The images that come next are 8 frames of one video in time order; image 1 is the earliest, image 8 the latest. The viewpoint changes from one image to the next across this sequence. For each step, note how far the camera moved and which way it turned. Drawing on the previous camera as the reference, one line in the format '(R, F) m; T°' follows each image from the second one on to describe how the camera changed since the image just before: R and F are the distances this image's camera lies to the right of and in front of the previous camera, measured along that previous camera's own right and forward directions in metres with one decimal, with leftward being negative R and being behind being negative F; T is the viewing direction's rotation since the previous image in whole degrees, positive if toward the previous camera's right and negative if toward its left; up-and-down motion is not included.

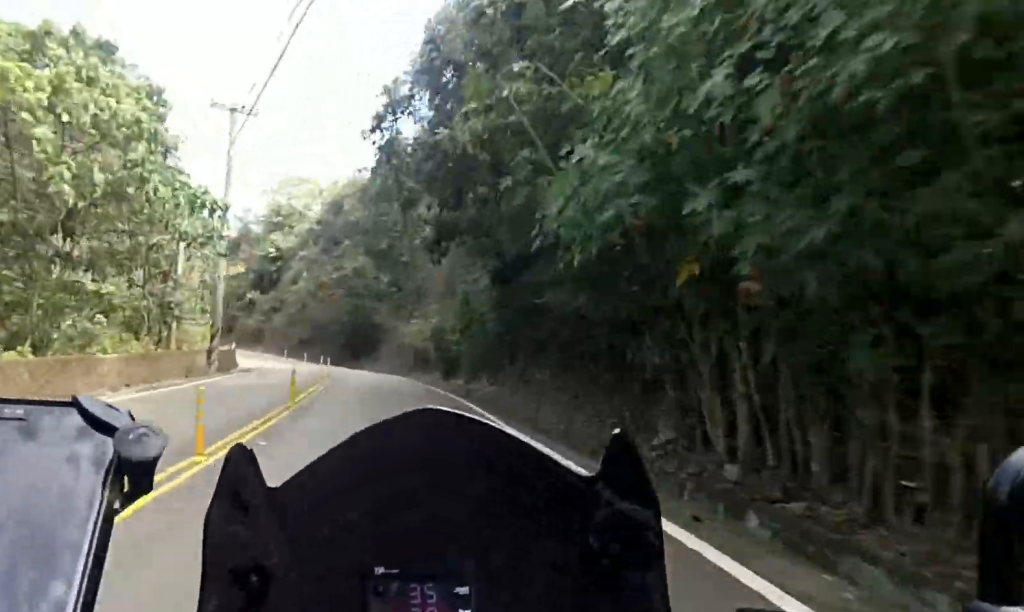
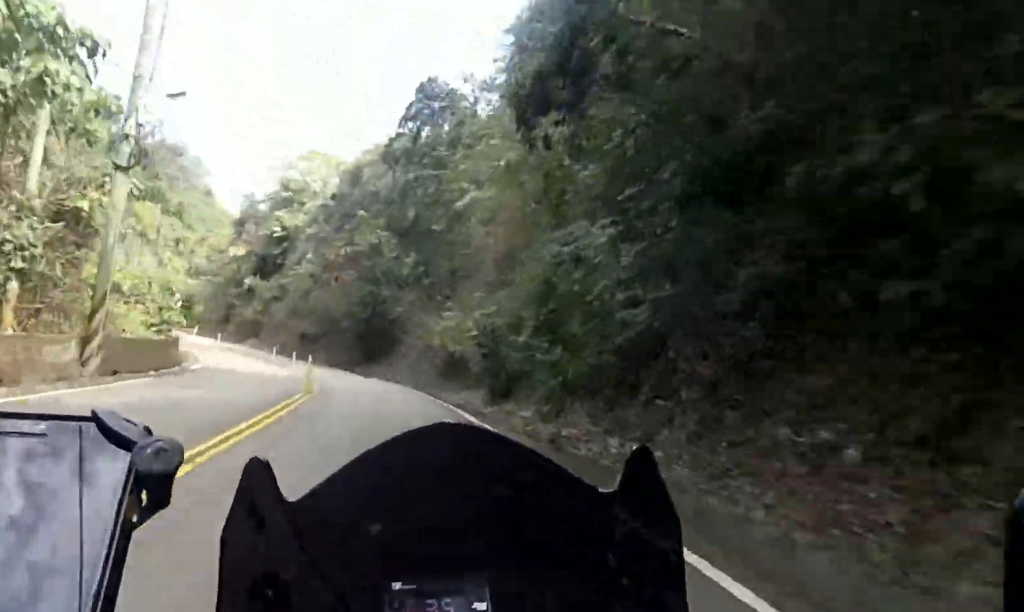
(-0.6, +9.2) m; -6°
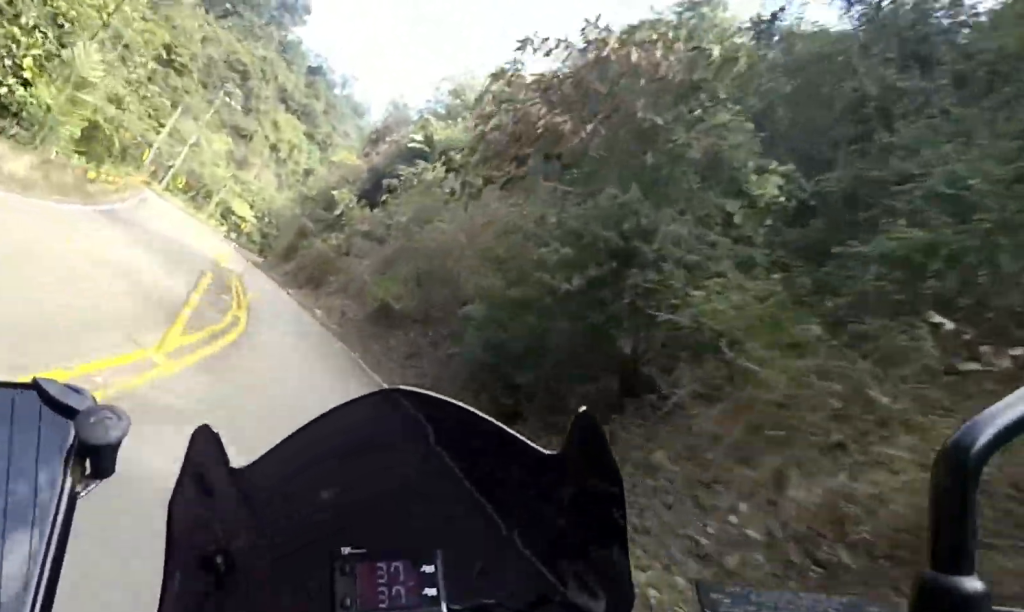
(-2.7, +21.3) m; -13°
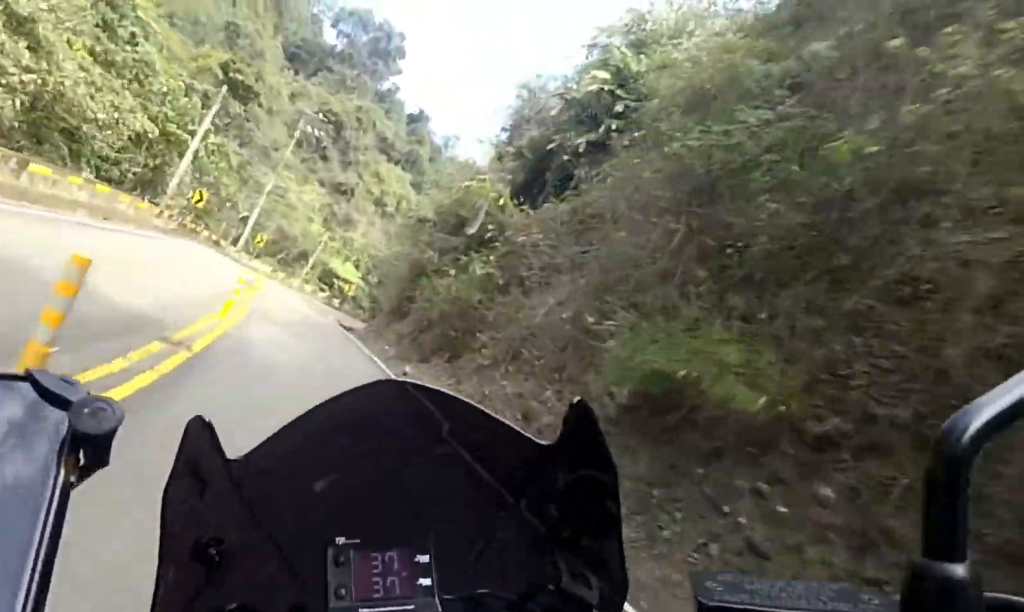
(-0.9, +13.3) m; -3°
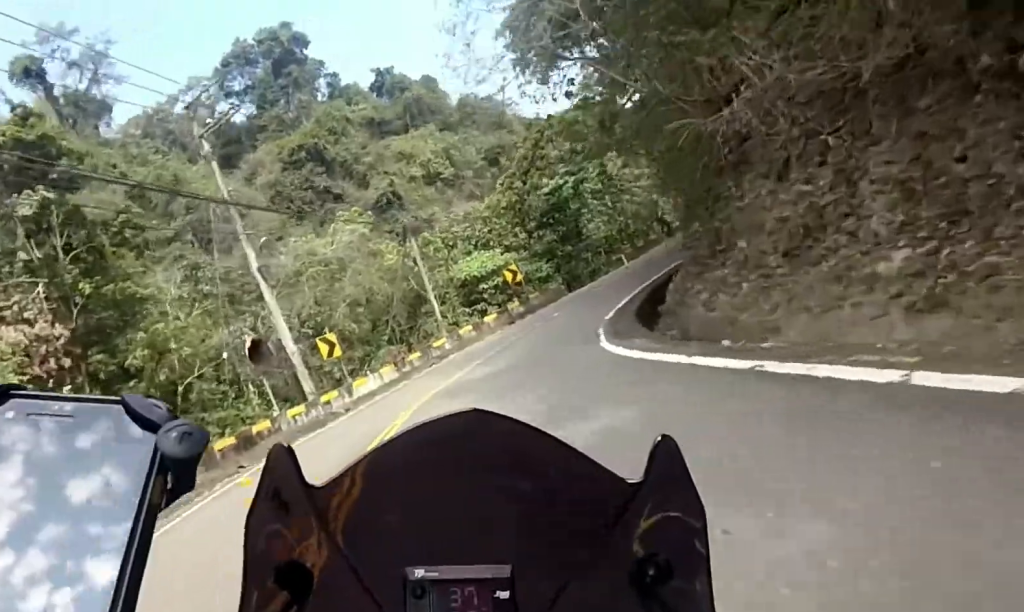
(+0.9, +22.5) m; +11°
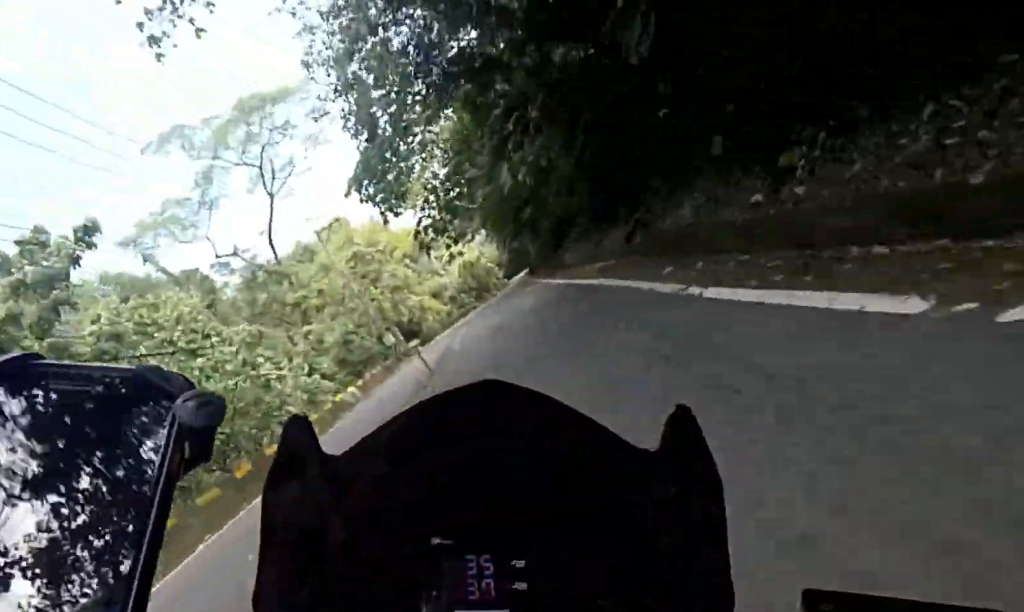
(+6.9, +24.7) m; +29°
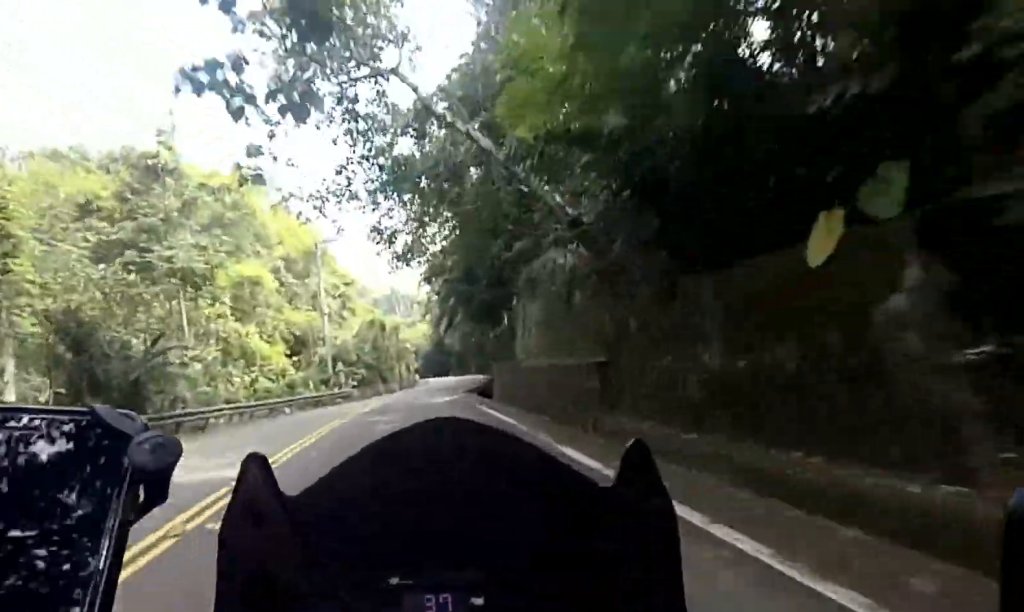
(+4.8, +33.0) m; +11°
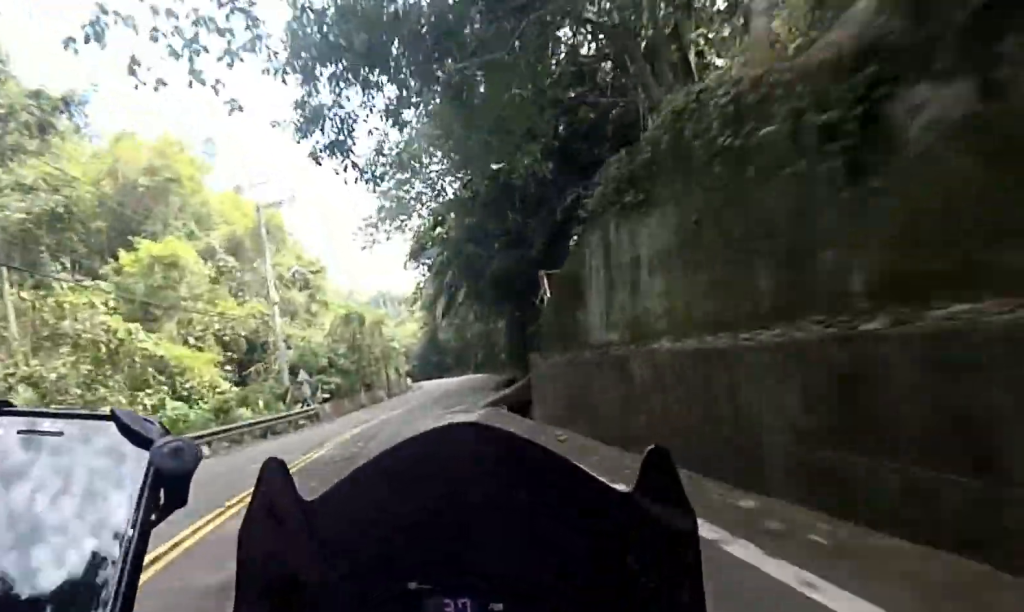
(+0.3, +10.0) m; +1°
